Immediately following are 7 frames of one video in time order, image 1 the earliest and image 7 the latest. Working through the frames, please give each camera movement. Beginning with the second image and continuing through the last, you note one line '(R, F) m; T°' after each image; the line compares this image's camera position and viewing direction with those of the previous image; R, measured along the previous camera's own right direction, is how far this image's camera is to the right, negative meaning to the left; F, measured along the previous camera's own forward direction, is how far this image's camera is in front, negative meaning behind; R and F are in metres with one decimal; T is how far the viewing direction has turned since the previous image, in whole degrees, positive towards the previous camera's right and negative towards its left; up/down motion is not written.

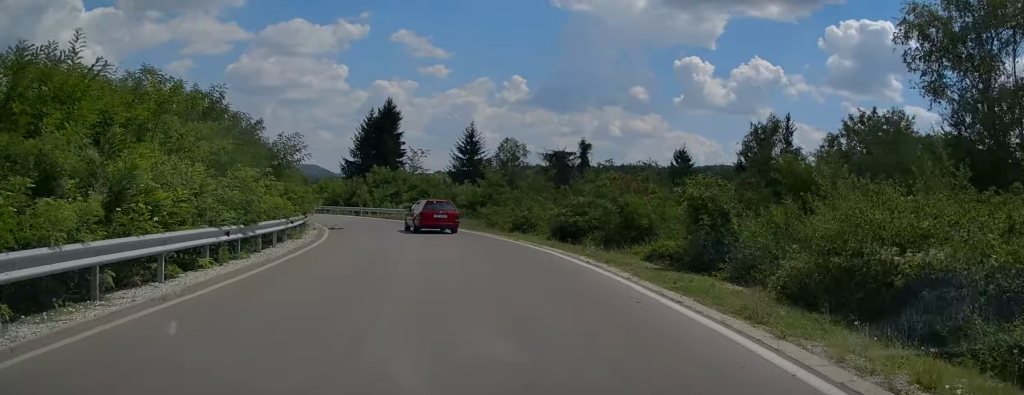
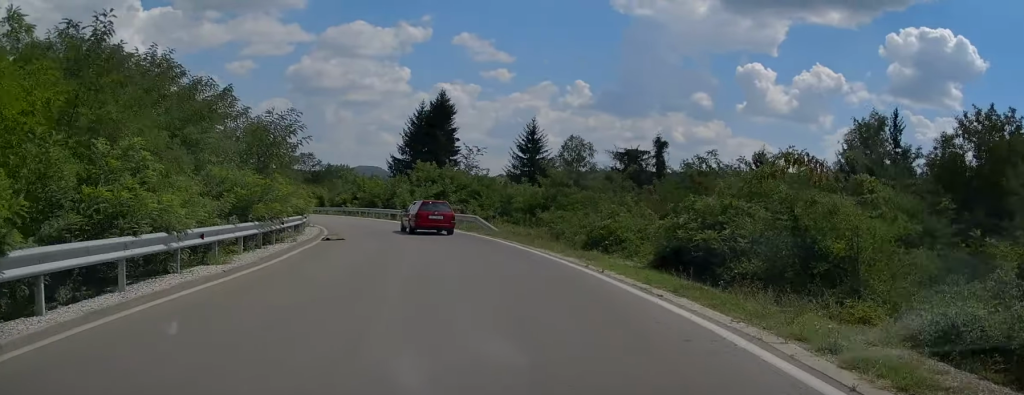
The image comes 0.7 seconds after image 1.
(-0.6, +9.5) m; -5°
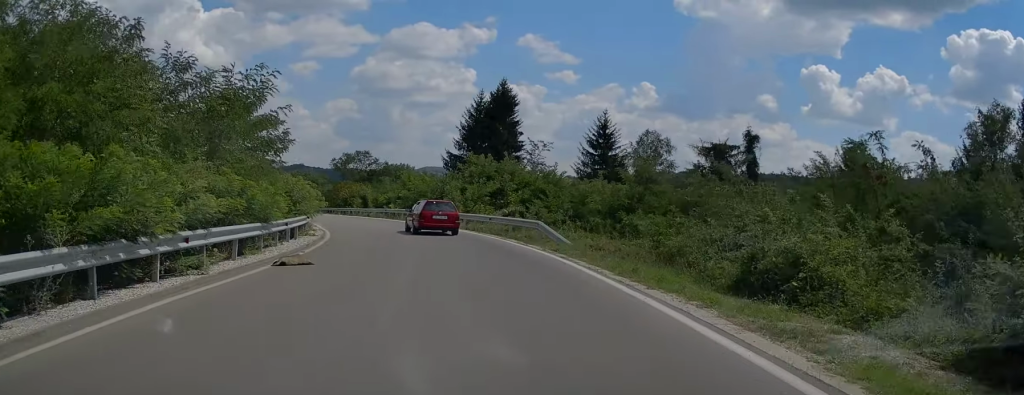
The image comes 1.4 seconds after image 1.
(-0.4, +9.1) m; -5°
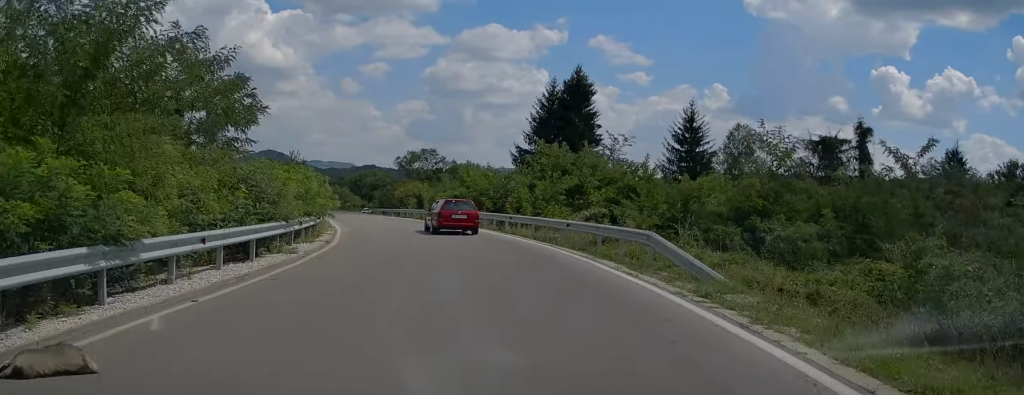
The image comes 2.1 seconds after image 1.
(-0.2, +8.6) m; -6°
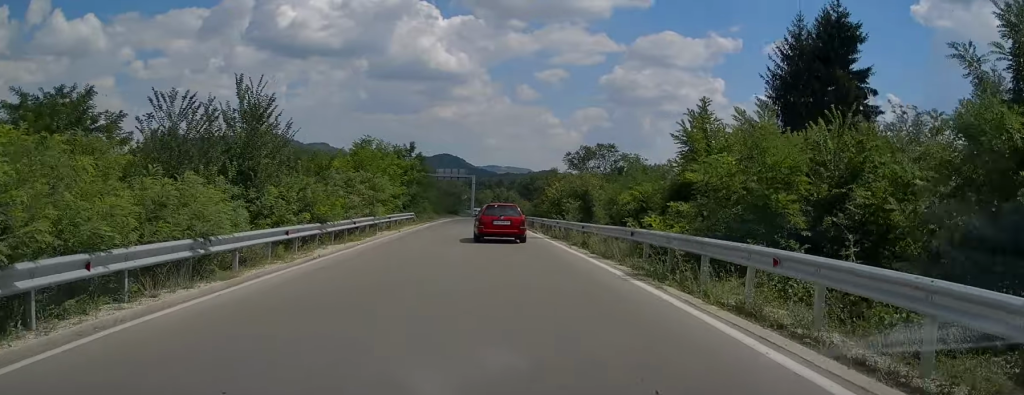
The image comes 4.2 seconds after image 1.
(-4.7, +27.3) m; -17°
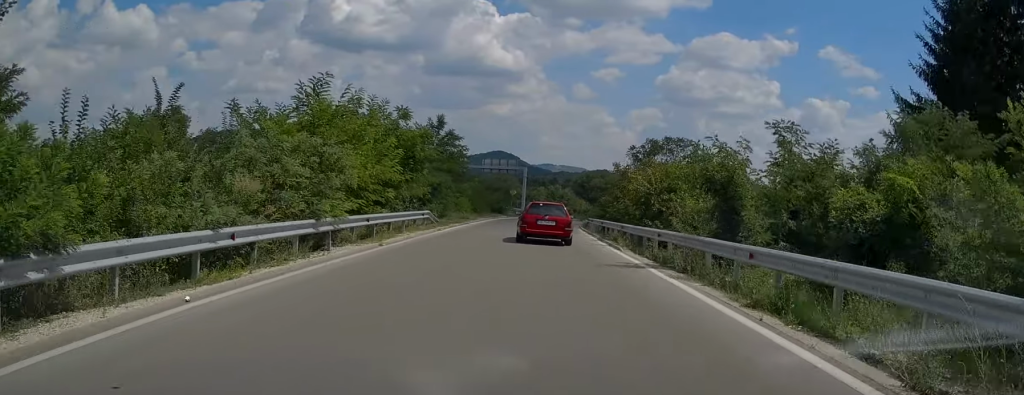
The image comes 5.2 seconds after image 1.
(-0.6, +13.3) m; -5°
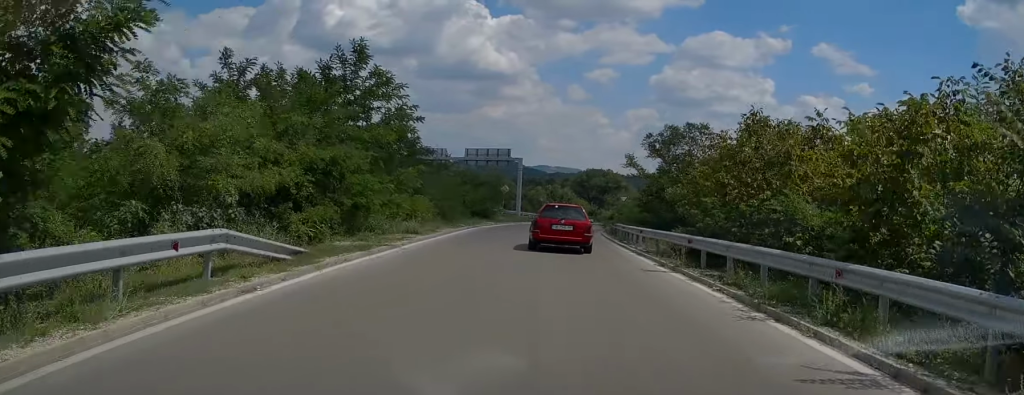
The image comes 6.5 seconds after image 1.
(-0.5, +18.5) m; 0°
